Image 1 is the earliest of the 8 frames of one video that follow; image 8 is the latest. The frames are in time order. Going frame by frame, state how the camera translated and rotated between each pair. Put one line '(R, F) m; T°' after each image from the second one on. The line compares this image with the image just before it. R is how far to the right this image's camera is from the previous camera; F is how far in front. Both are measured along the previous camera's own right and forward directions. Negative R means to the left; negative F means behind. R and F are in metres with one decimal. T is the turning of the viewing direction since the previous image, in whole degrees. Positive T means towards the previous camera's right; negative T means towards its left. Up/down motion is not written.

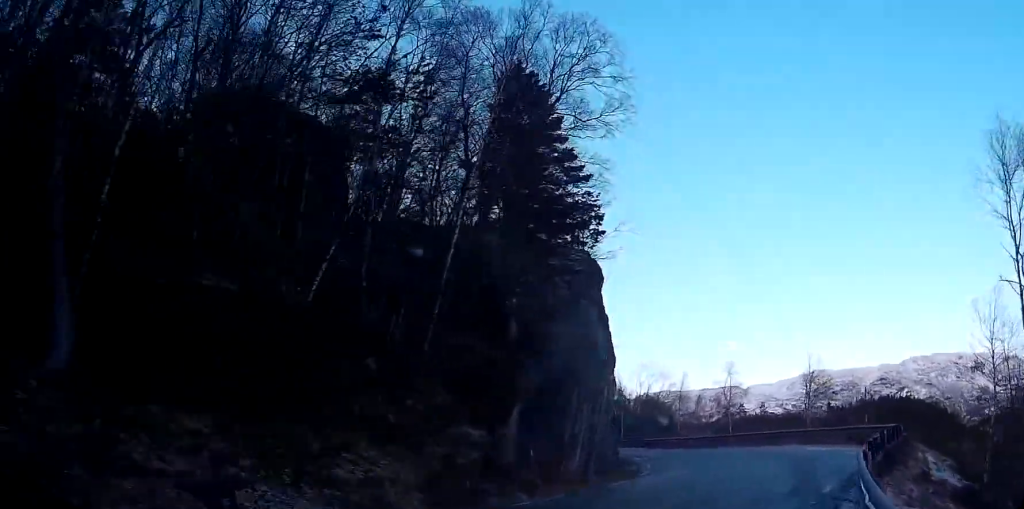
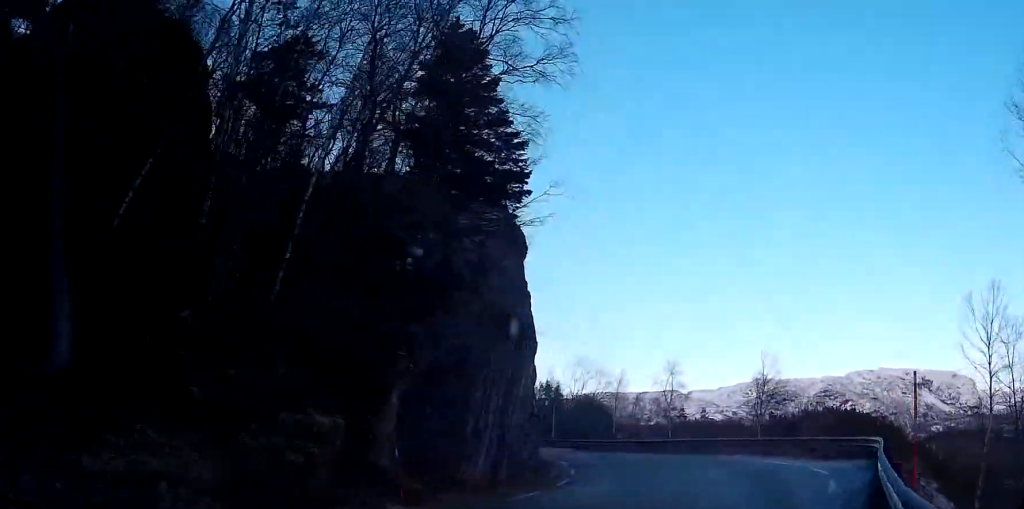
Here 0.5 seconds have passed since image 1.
(-0.1, +5.6) m; +2°
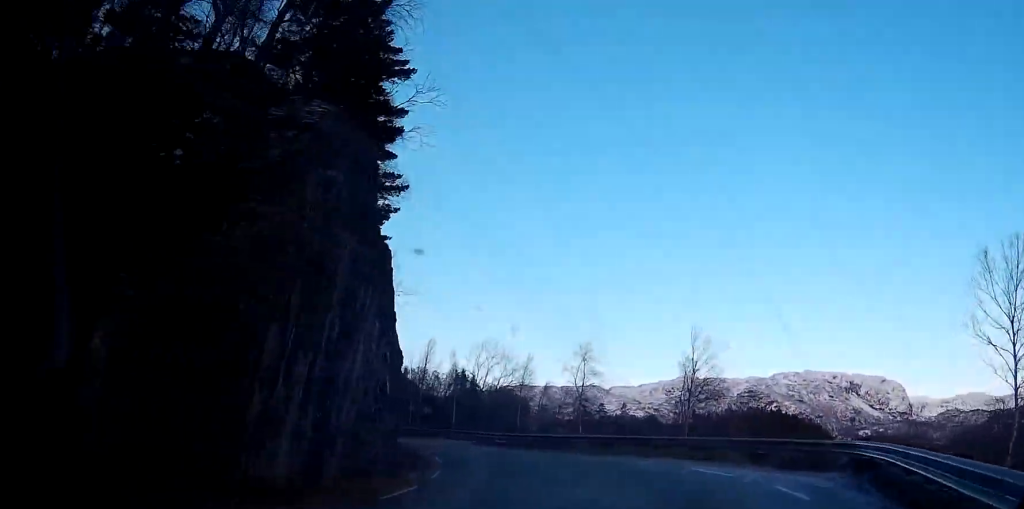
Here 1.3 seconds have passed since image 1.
(+0.4, +8.4) m; +3°
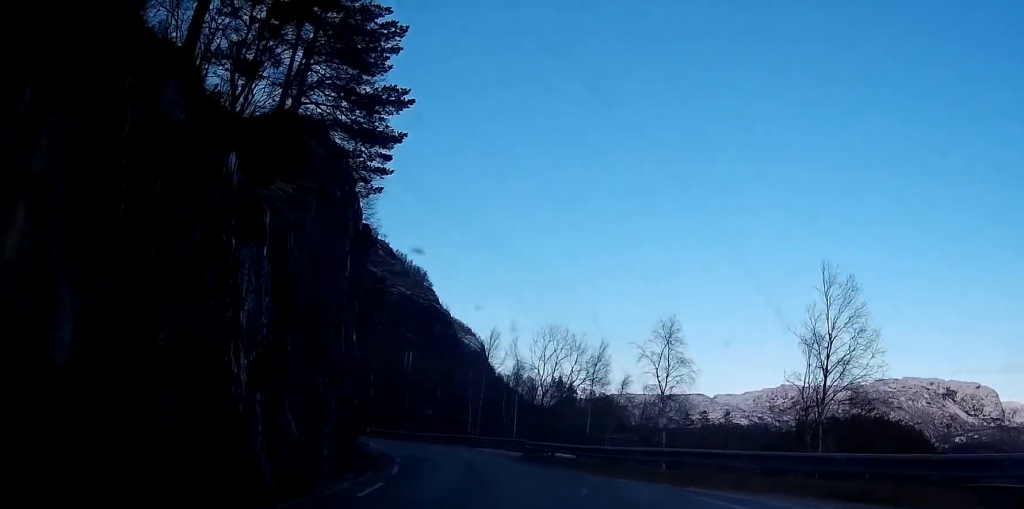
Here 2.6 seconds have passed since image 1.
(+0.4, +14.8) m; +1°
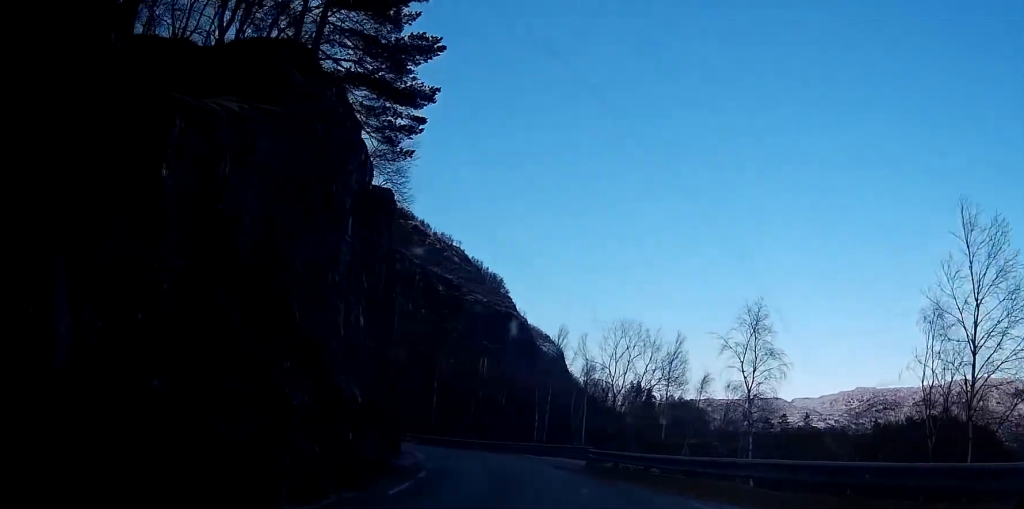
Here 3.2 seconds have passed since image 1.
(-0.1, +6.0) m; -1°
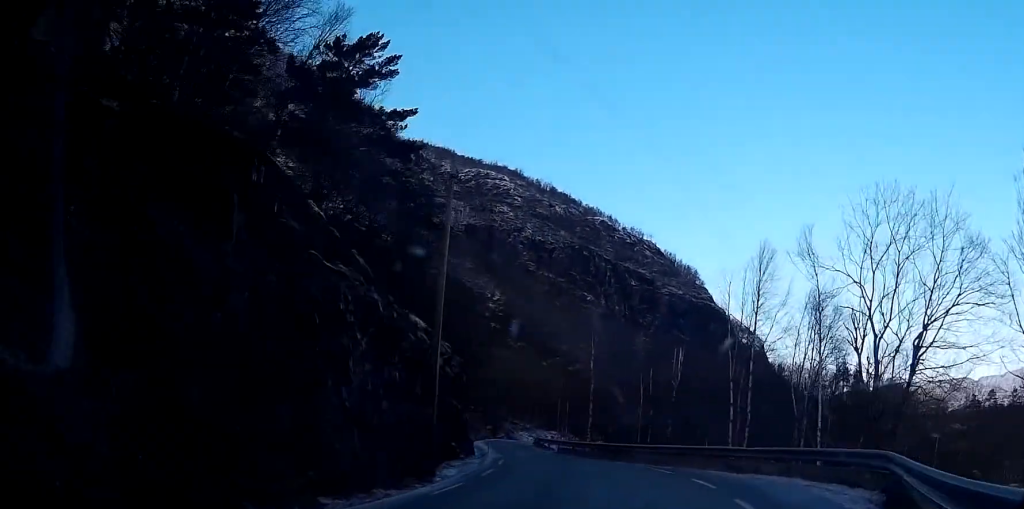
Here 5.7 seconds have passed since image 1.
(-3.9, +25.0) m; -19°
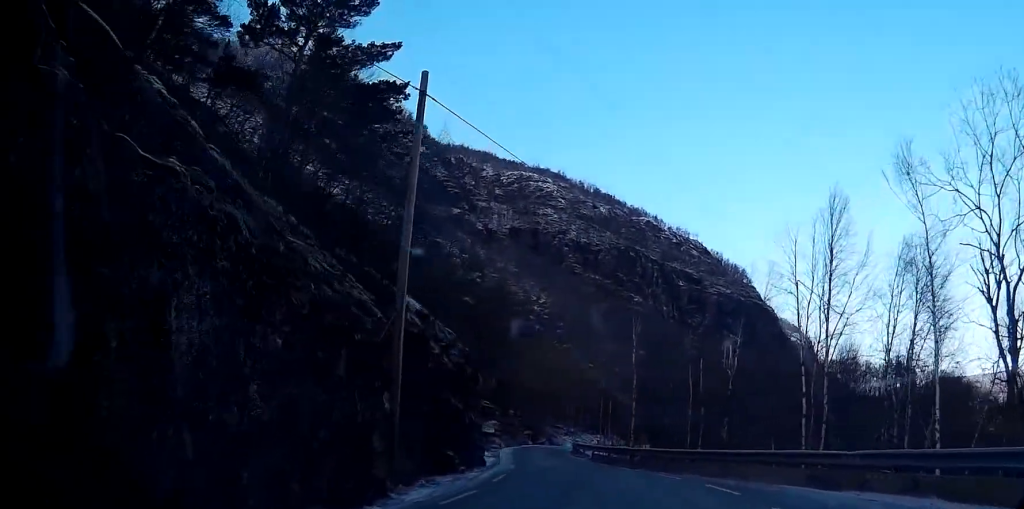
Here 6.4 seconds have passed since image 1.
(-0.2, +8.0) m; -2°
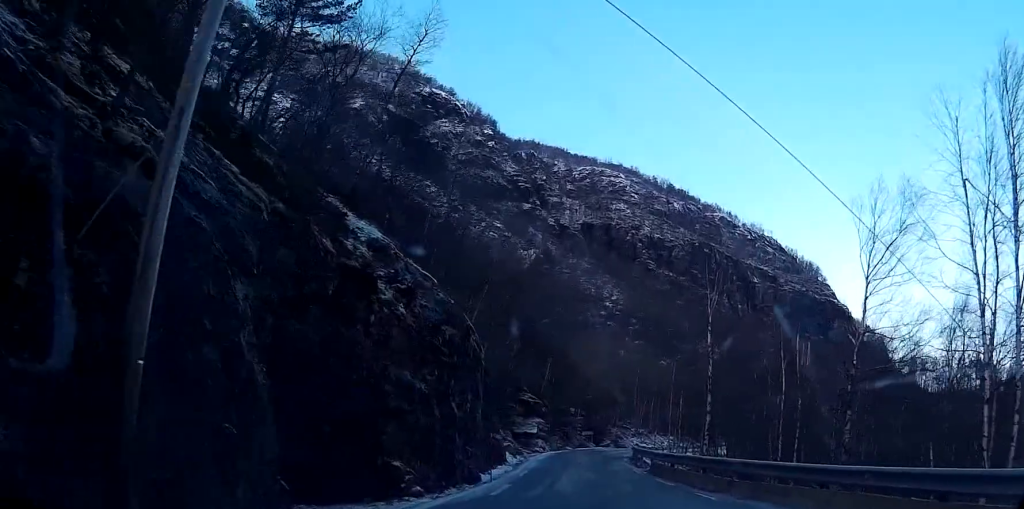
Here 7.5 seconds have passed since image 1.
(-0.2, +12.1) m; -4°
